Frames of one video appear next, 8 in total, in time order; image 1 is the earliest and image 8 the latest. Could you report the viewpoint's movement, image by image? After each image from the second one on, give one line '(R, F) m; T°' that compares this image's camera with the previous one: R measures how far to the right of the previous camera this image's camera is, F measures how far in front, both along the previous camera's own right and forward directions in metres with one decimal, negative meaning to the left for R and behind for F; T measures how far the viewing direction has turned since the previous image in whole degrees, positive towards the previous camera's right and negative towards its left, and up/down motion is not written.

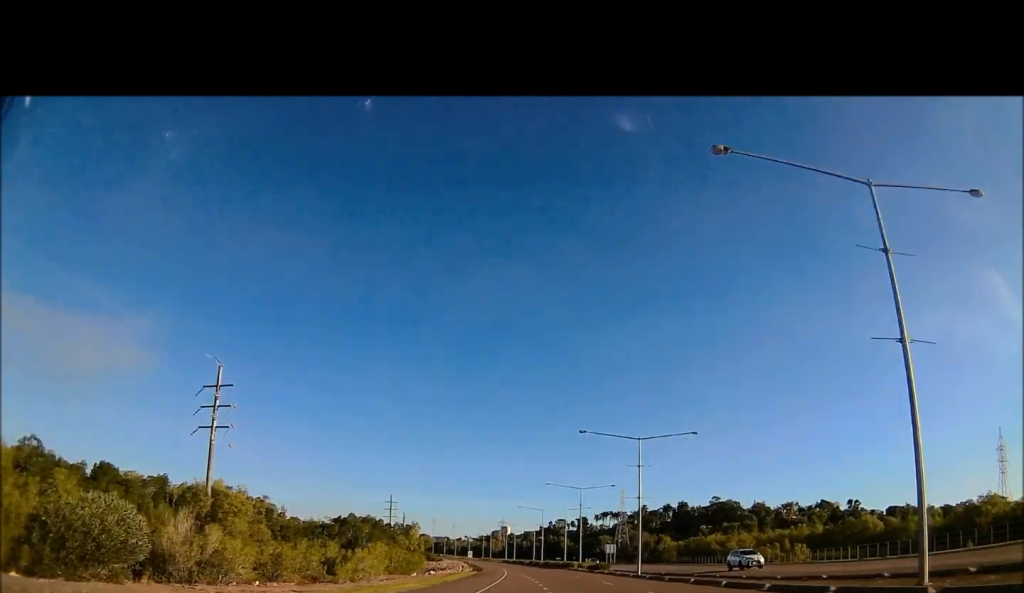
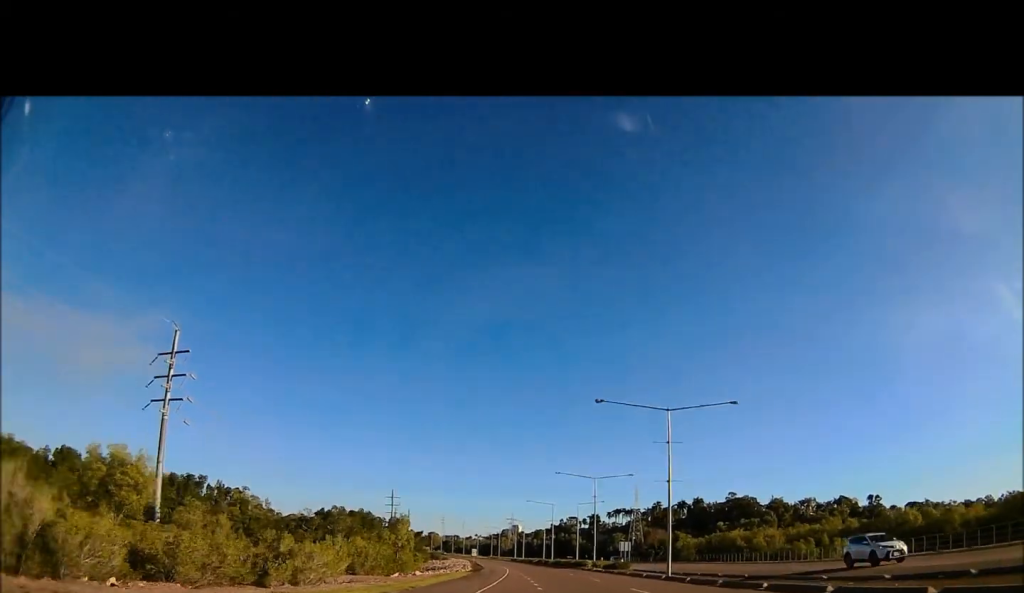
(-0.1, +11.9) m; -1°
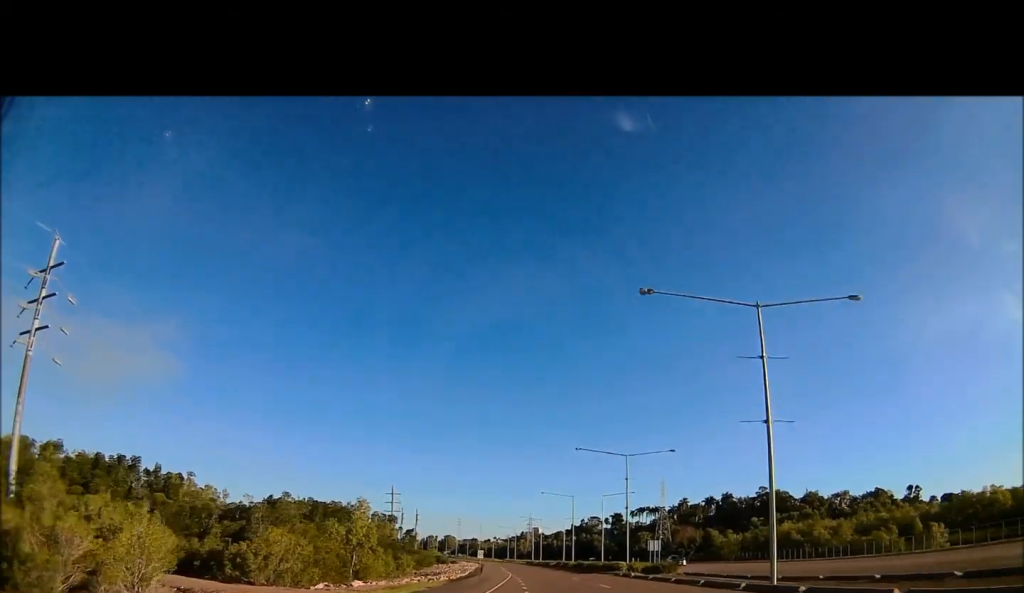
(-0.6, +21.9) m; -3°
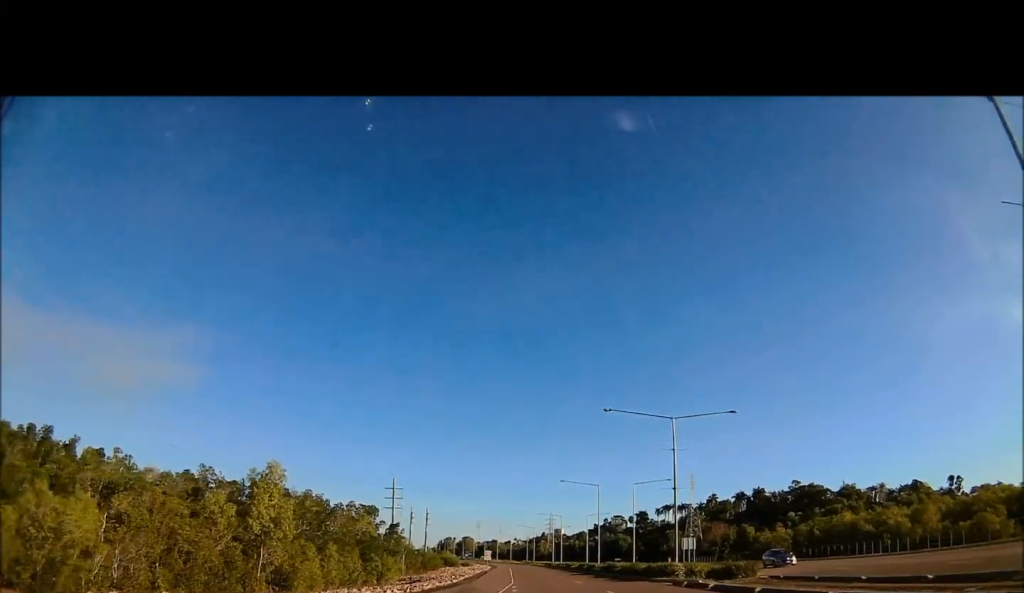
(-0.4, +17.6) m; -3°
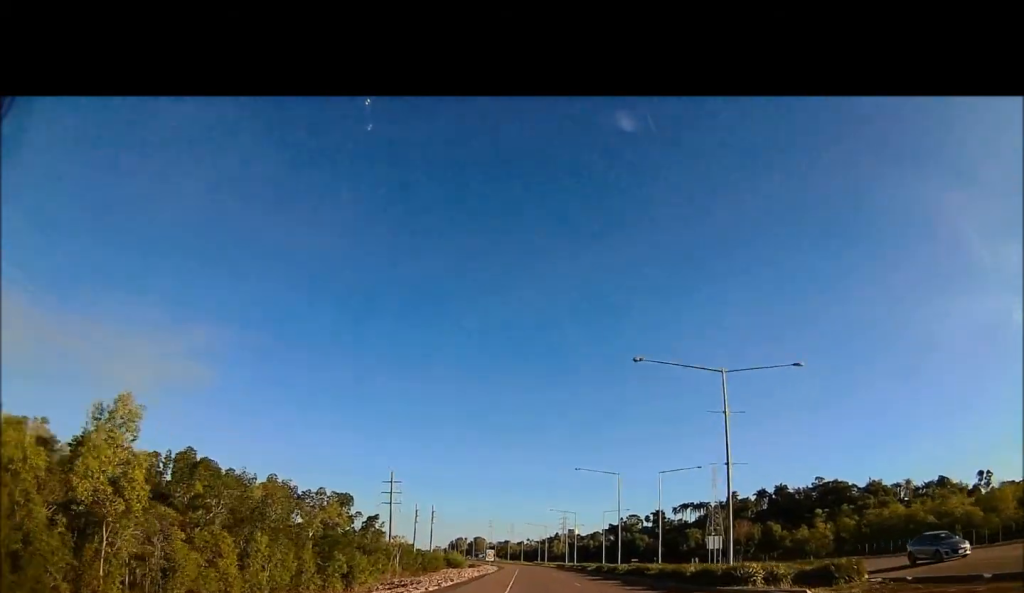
(-0.3, +11.5) m; -1°
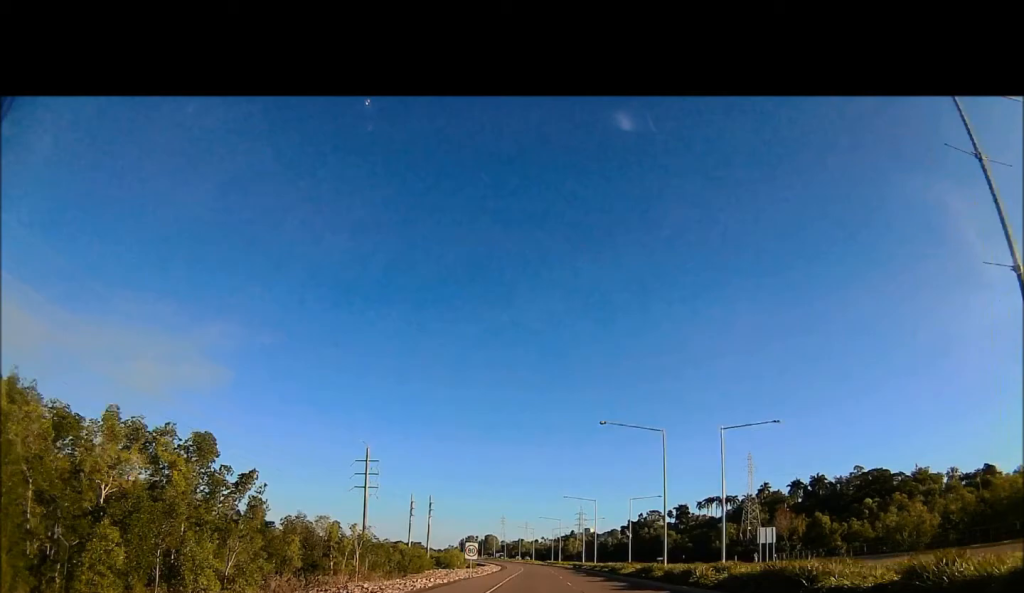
(-0.5, +22.4) m; -1°
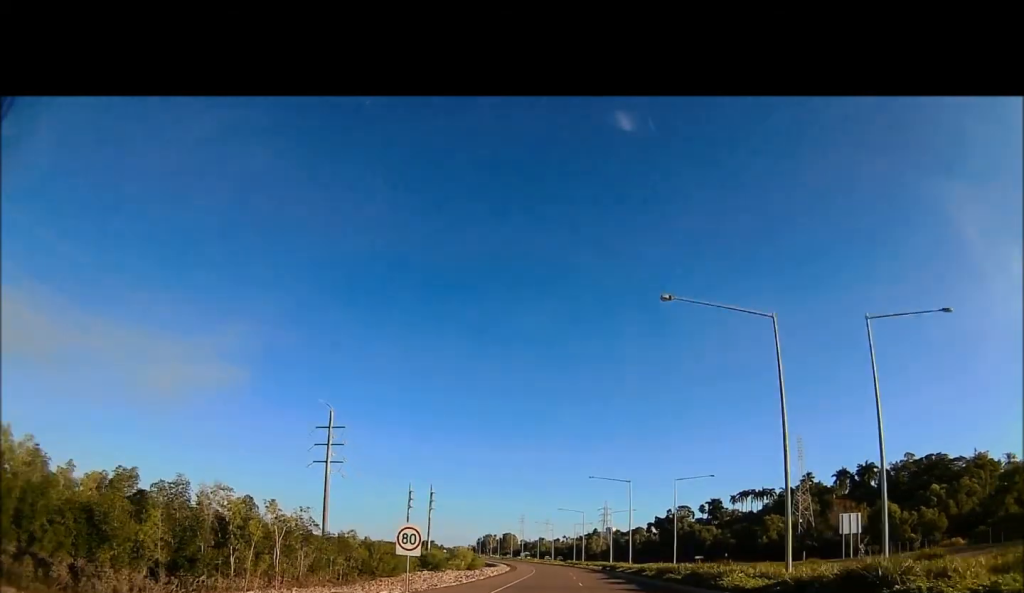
(0.0, +21.7) m; 0°
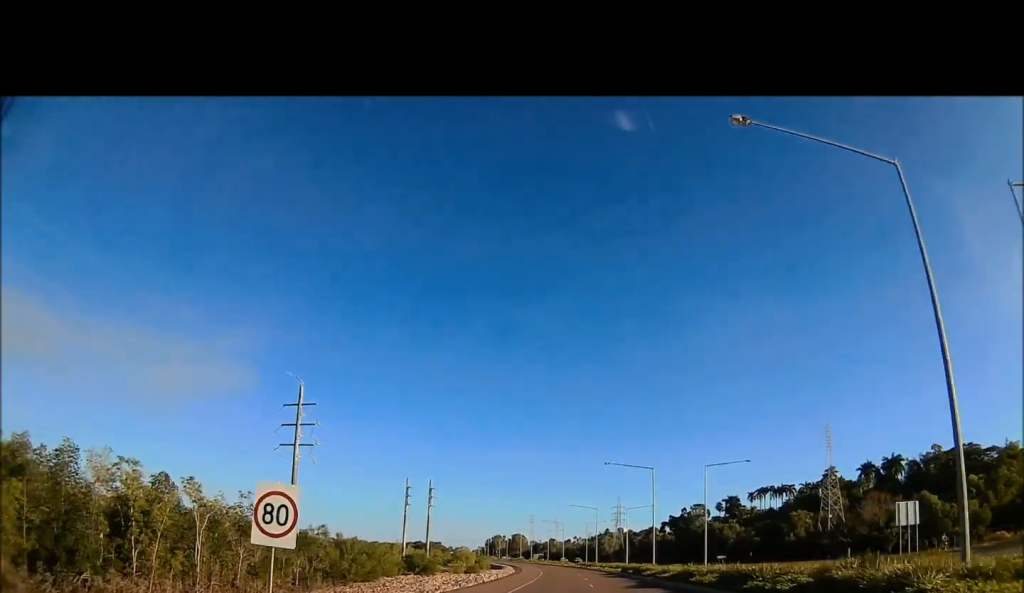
(0.0, +11.5) m; 0°
